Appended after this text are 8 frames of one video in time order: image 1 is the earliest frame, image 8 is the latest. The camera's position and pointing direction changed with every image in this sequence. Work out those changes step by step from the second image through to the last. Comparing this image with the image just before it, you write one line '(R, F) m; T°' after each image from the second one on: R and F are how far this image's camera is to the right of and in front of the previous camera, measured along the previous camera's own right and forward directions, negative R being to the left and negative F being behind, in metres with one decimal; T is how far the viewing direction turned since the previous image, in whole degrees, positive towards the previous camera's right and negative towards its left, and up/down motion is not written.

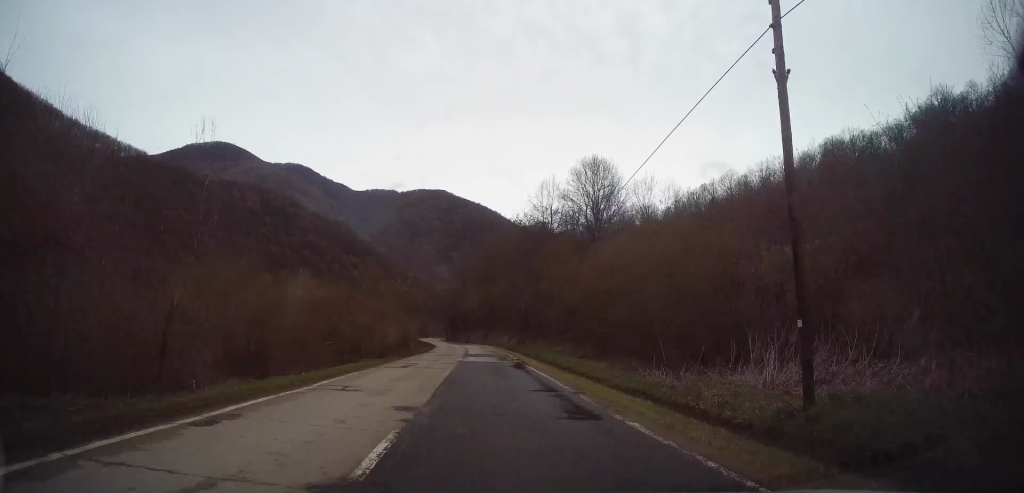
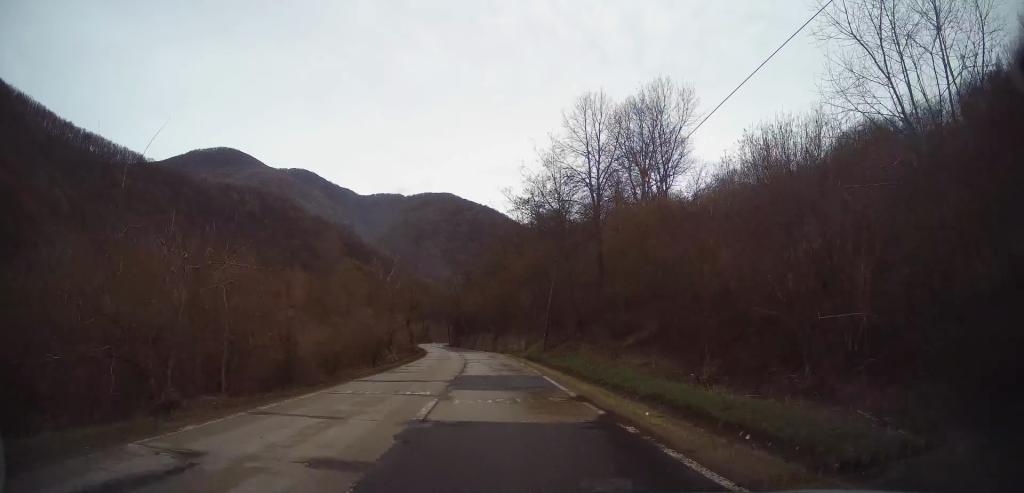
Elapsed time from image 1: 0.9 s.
(-0.1, +18.8) m; -1°
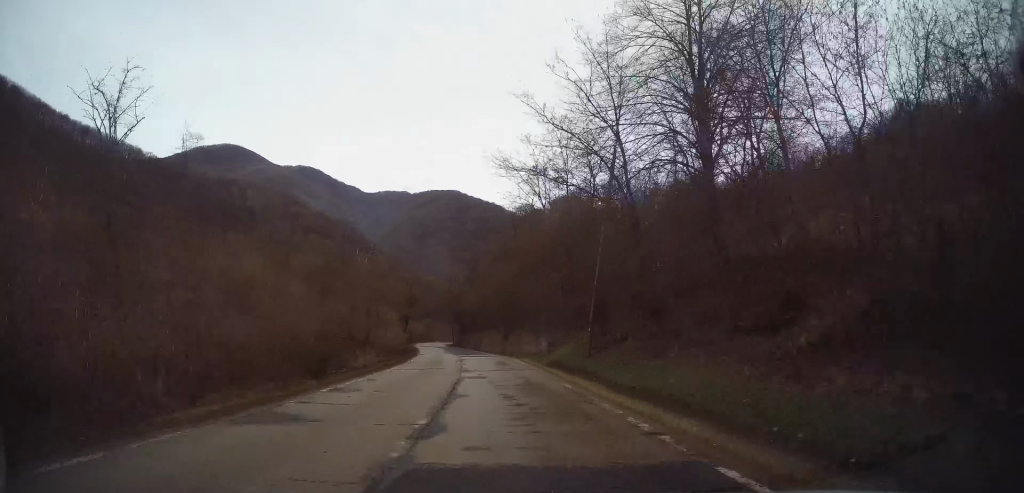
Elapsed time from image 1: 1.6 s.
(-0.1, +14.5) m; -1°
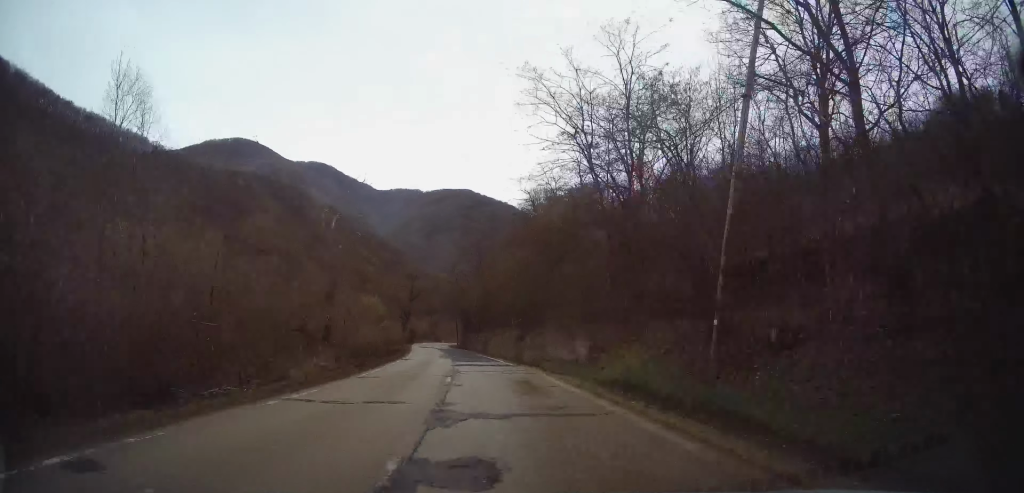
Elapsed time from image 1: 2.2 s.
(-0.1, +13.0) m; -2°
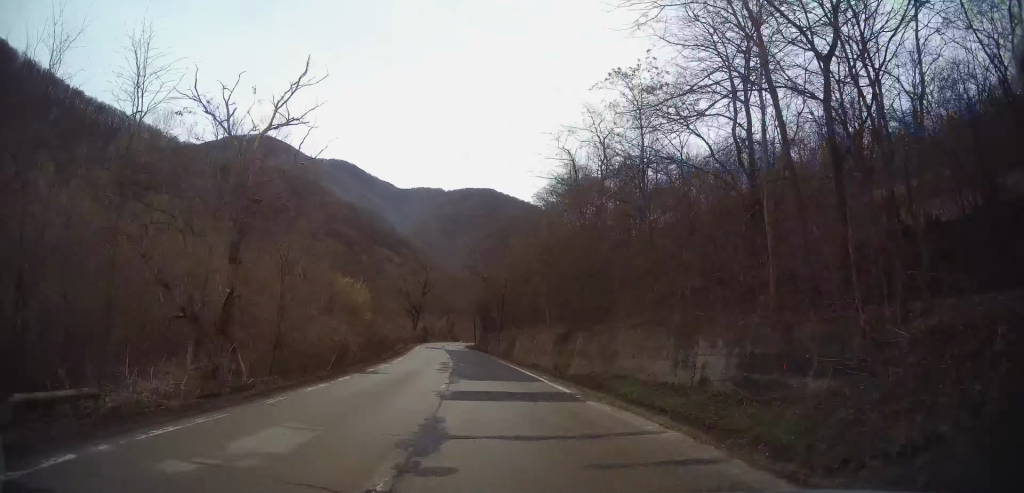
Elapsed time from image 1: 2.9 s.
(-0.3, +14.3) m; -2°
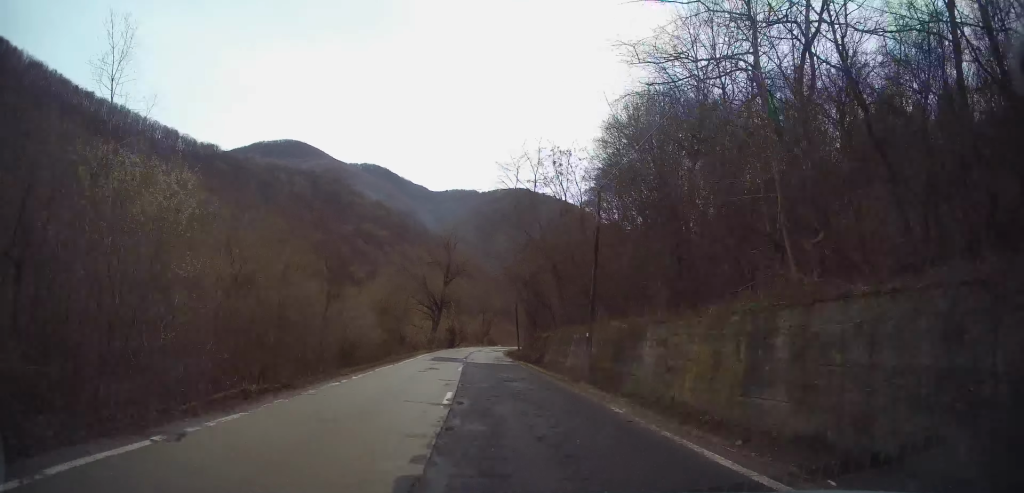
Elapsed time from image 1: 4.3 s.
(-0.5, +27.1) m; -3°
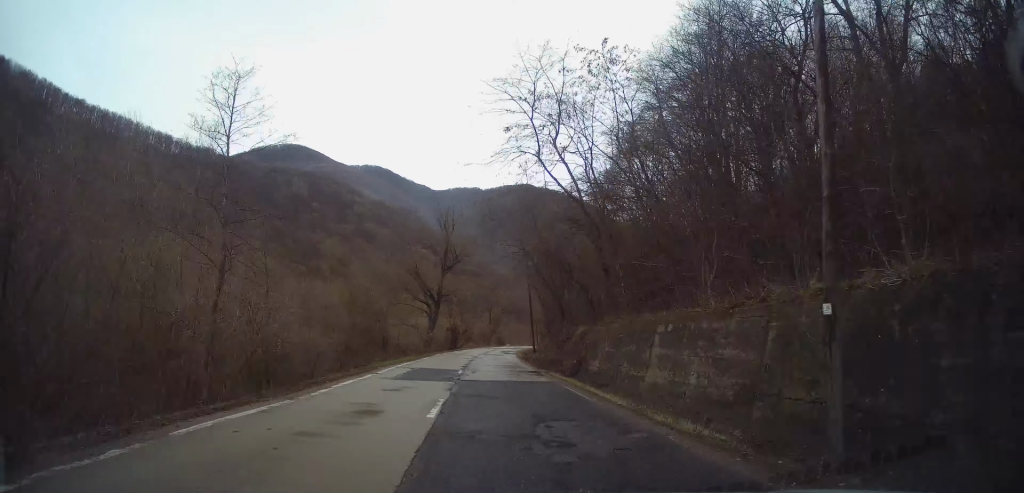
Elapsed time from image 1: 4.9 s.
(-0.3, +12.9) m; -1°
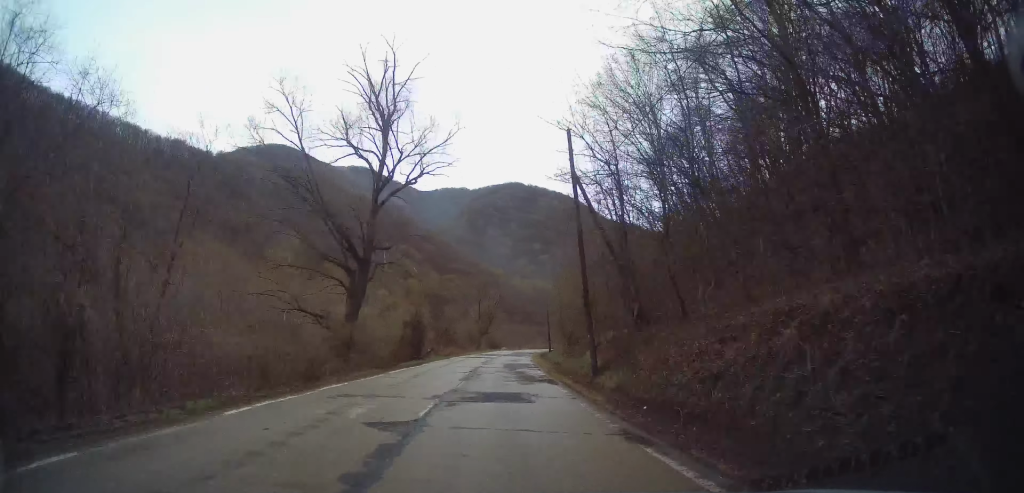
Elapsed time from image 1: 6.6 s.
(-0.3, +34.6) m; +1°
